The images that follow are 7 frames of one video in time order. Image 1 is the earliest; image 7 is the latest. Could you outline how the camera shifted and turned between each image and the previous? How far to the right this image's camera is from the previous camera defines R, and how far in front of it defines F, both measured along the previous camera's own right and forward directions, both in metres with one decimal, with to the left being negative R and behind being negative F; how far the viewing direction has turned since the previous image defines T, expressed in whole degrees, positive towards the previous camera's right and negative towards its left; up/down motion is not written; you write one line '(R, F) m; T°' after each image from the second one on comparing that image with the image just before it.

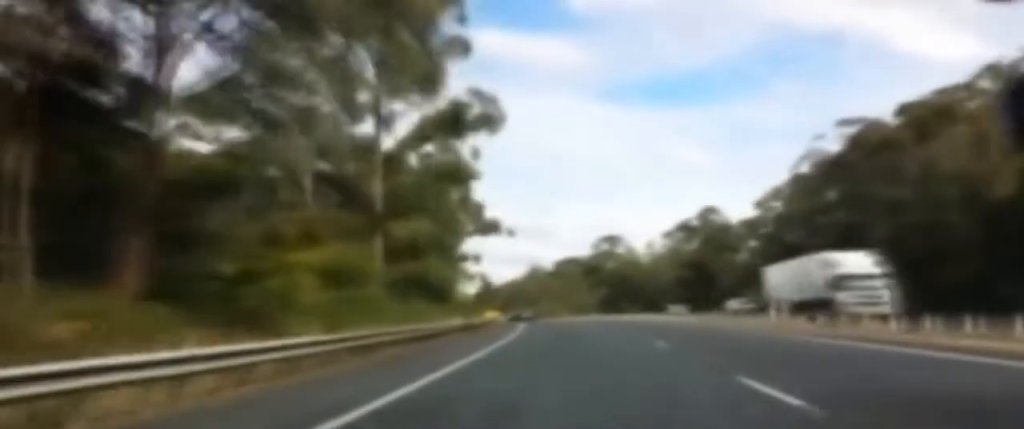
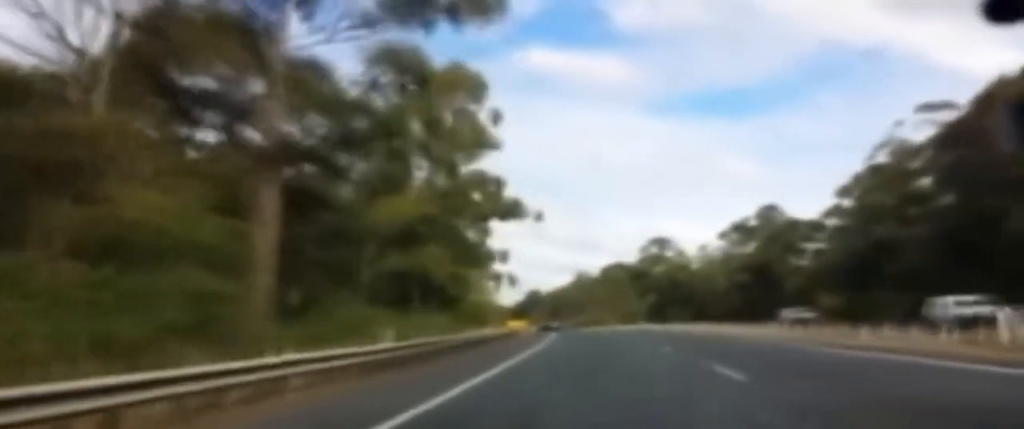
(-0.1, +17.8) m; -1°
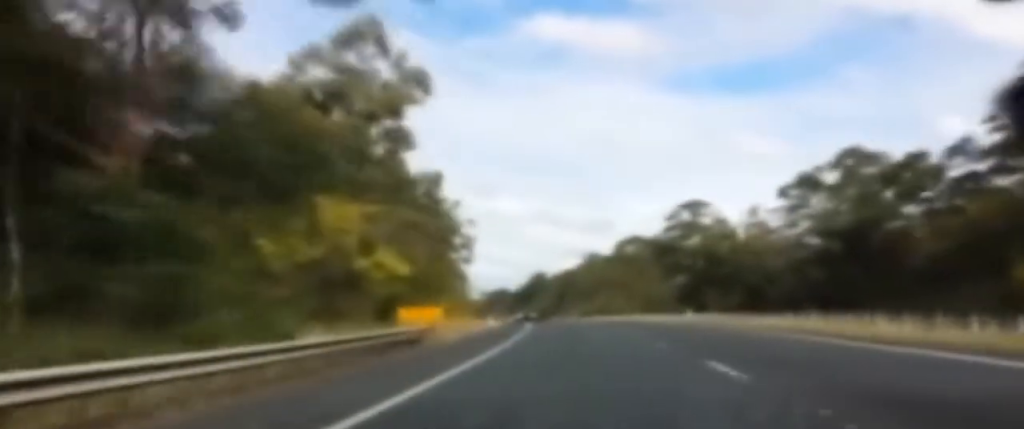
(-1.4, +36.3) m; -4°
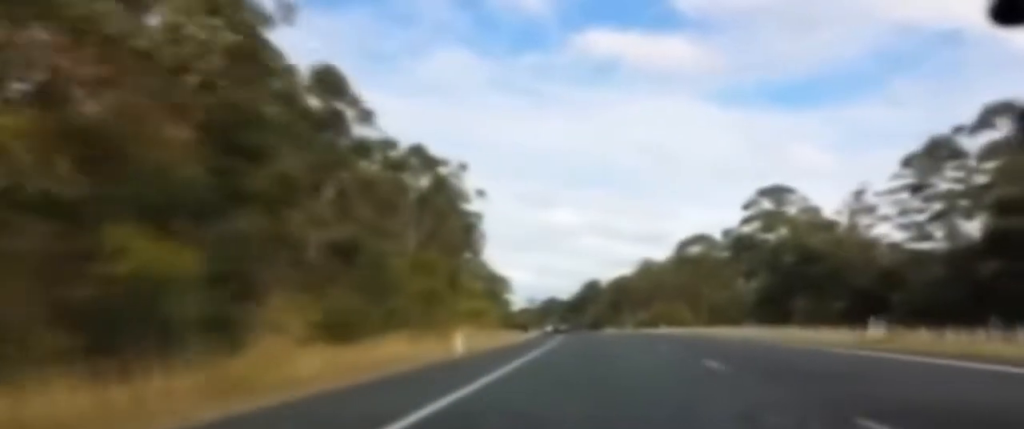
(-0.4, +31.7) m; -2°
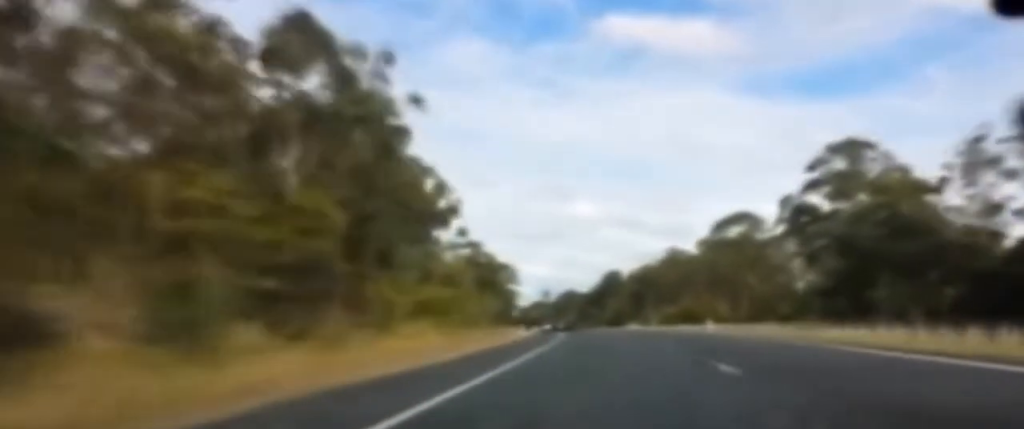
(-0.8, +26.6) m; -2°
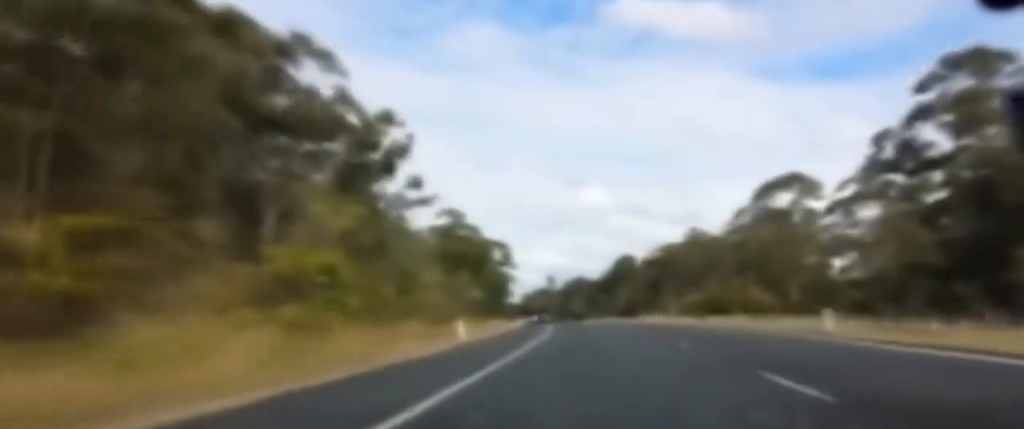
(+0.3, +29.4) m; +1°
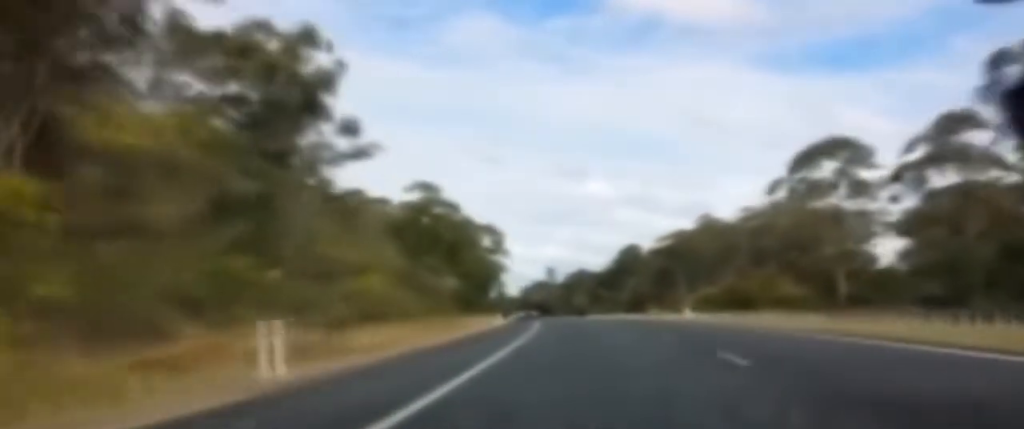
(+0.2, +19.0) m; -2°
